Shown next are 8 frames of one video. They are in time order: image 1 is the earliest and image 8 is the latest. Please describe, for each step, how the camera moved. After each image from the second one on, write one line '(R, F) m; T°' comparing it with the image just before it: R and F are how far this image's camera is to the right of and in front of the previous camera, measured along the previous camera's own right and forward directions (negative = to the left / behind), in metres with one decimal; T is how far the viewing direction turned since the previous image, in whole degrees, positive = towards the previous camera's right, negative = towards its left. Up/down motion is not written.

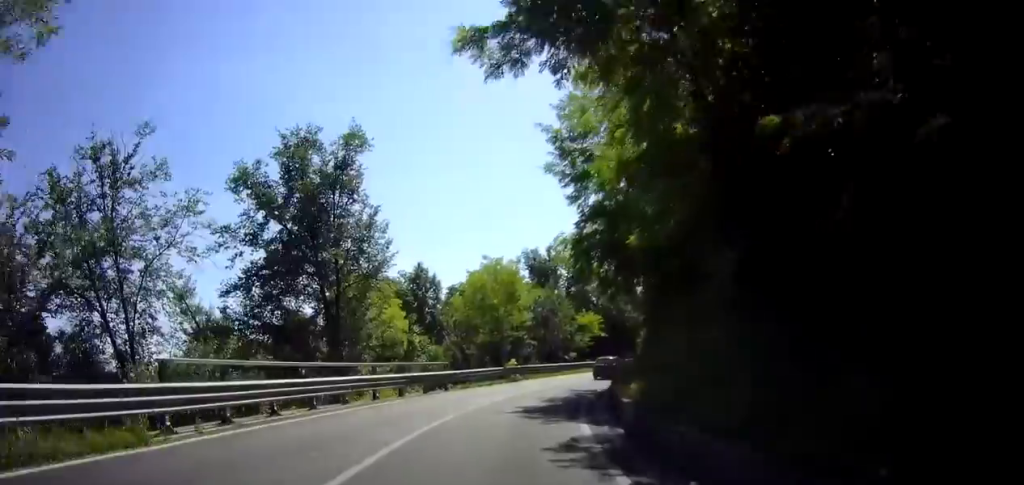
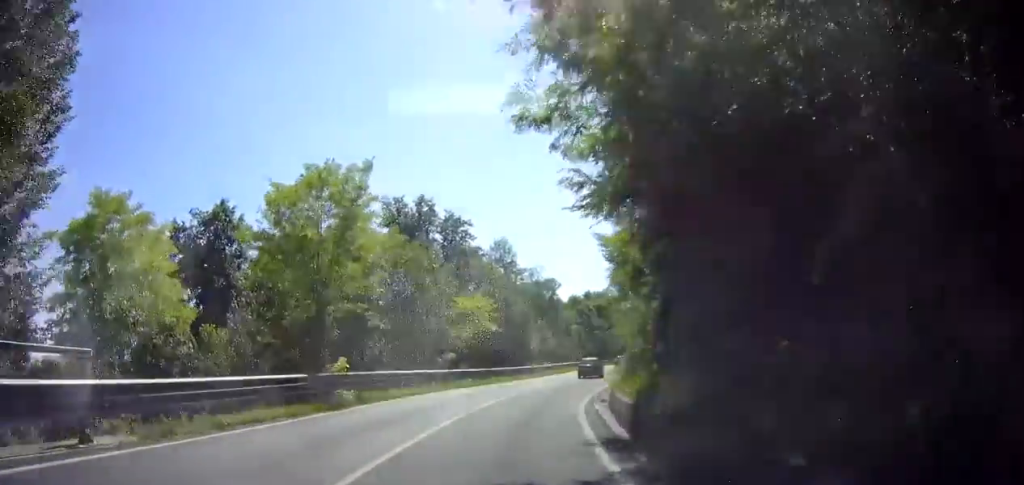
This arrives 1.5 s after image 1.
(+3.0, +18.8) m; +16°
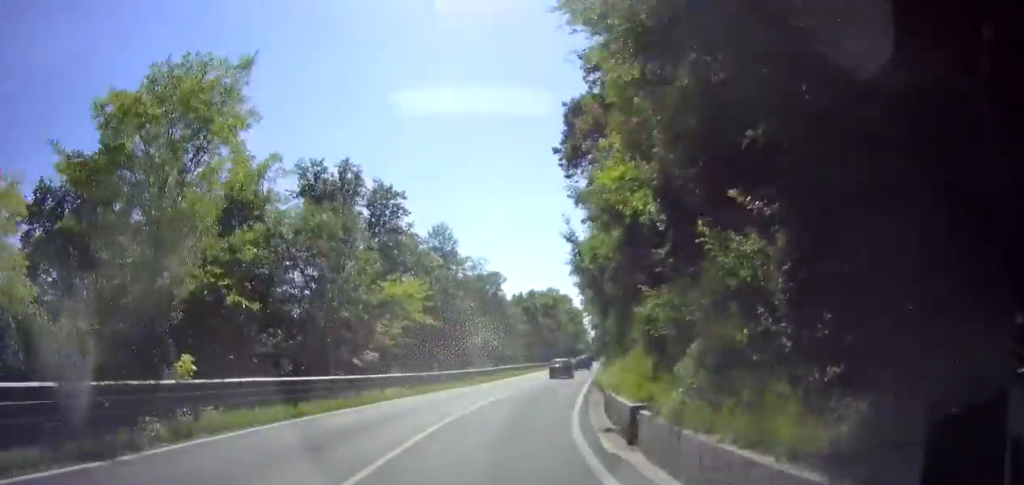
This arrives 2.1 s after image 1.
(+0.3, +7.6) m; +4°
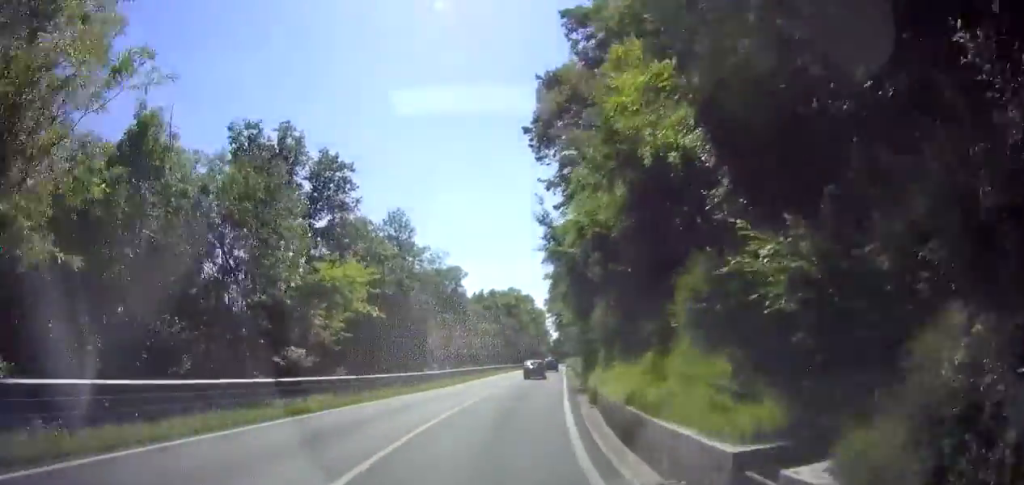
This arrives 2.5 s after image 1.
(+0.1, +5.1) m; +3°
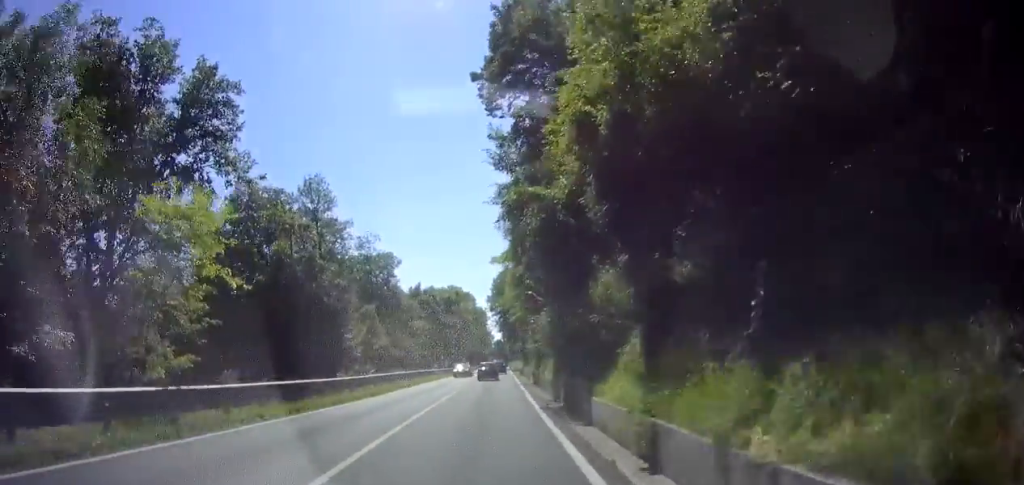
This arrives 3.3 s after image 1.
(+0.2, +9.4) m; +7°
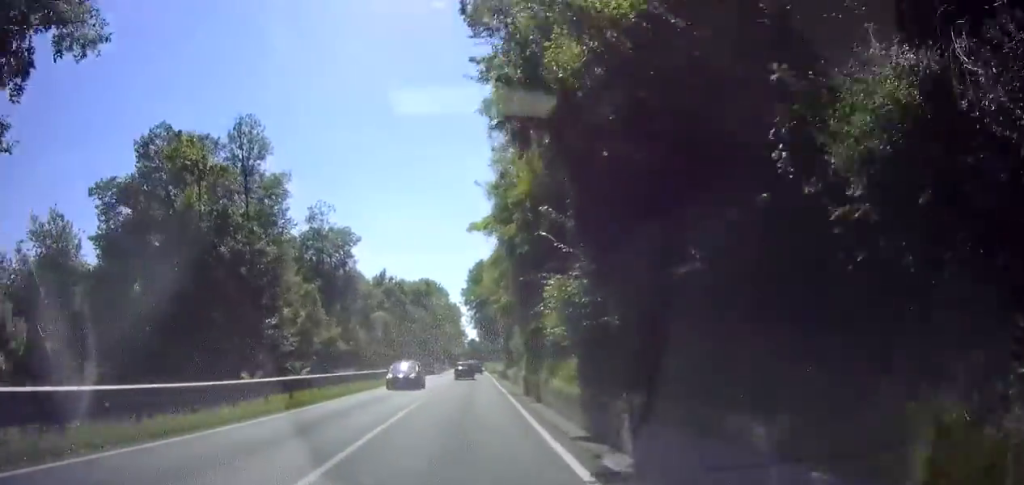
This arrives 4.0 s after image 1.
(+1.0, +9.9) m; +3°
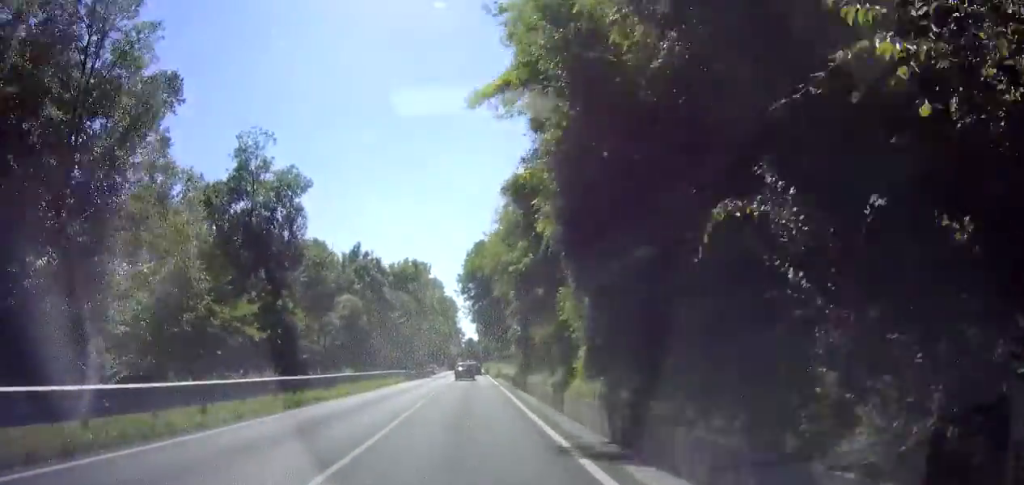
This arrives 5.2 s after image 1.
(-0.2, +15.1) m; -1°
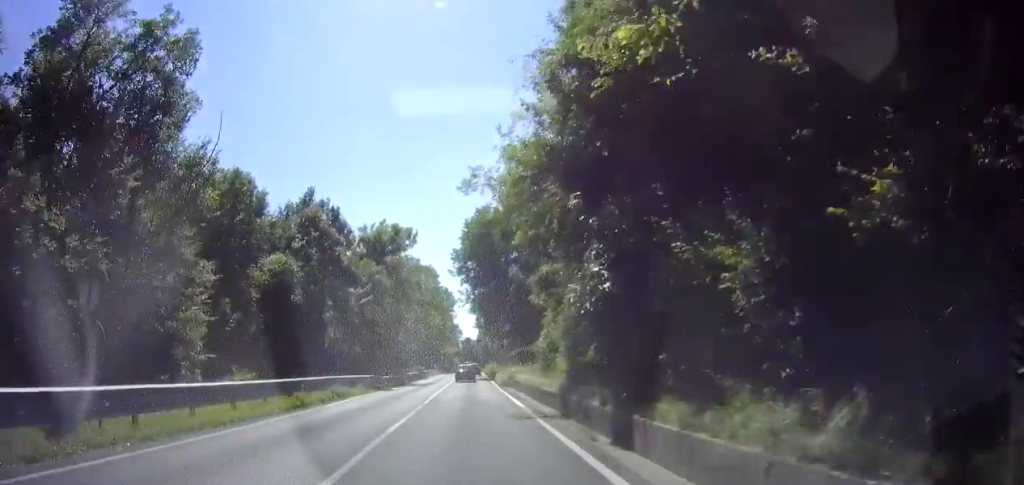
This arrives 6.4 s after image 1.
(0.0, +16.5) m; 0°
